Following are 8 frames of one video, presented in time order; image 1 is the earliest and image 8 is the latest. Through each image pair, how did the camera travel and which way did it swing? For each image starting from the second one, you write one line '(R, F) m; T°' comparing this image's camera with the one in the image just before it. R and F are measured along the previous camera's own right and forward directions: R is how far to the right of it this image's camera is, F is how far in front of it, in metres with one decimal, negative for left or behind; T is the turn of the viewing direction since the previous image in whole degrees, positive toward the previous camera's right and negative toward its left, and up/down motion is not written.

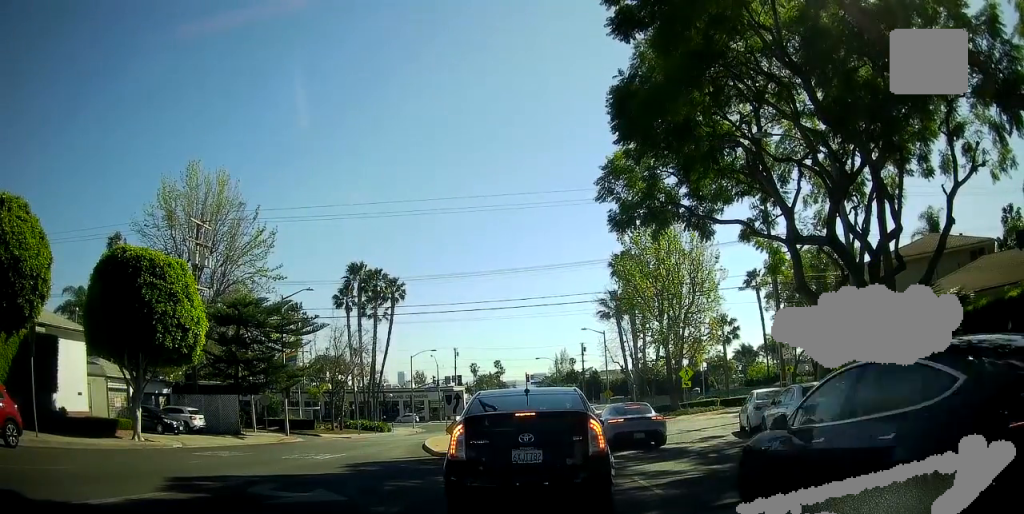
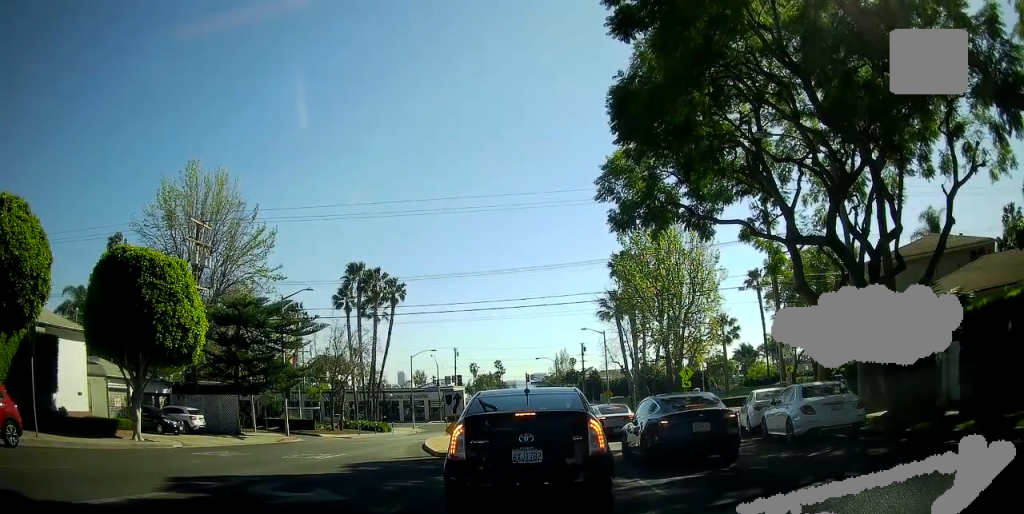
(0.0, 0.0) m; 0°
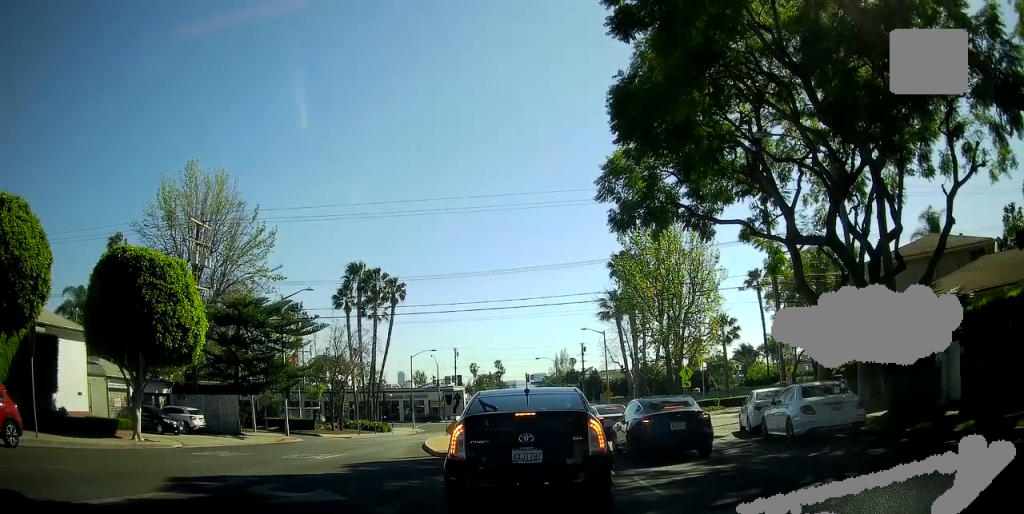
(0.0, 0.0) m; 0°
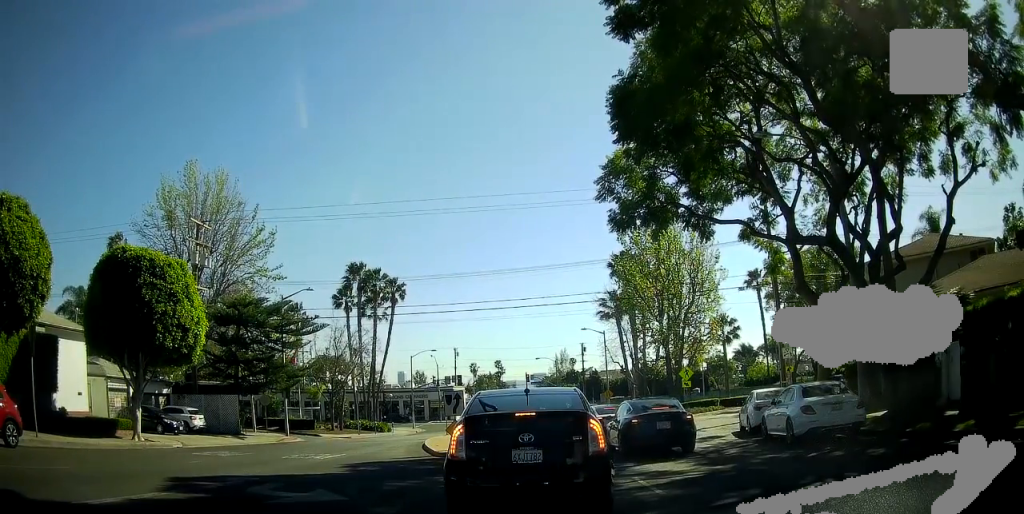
(0.0, 0.0) m; 0°
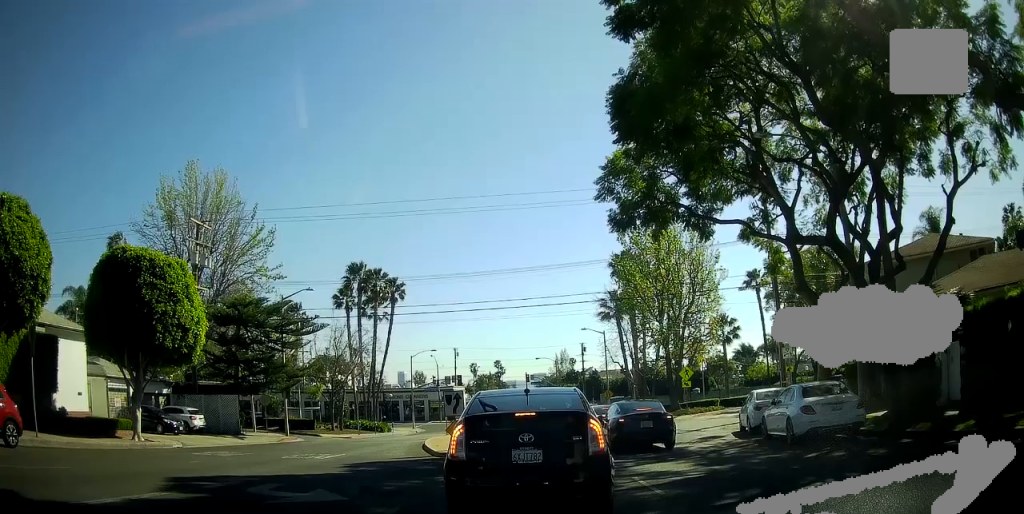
(0.0, 0.0) m; 0°
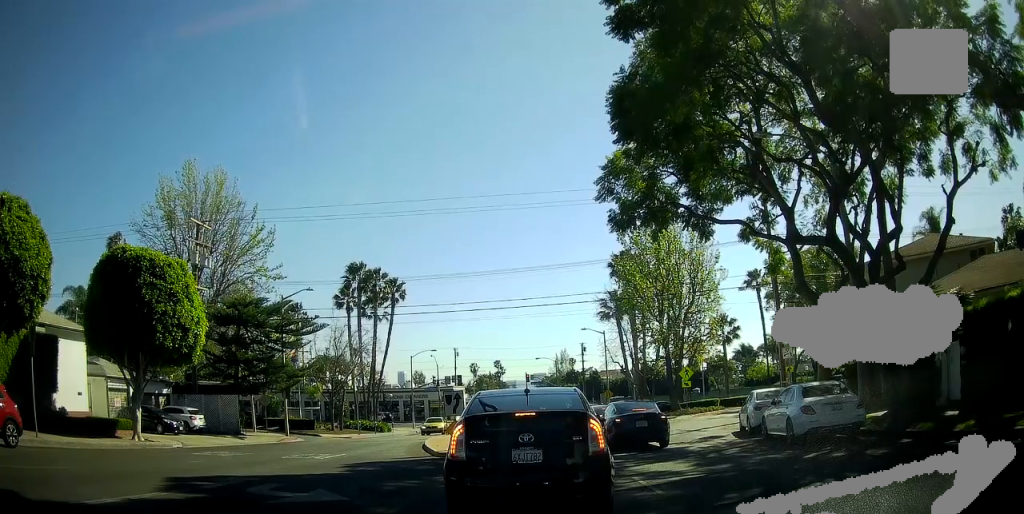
(0.0, 0.0) m; 0°
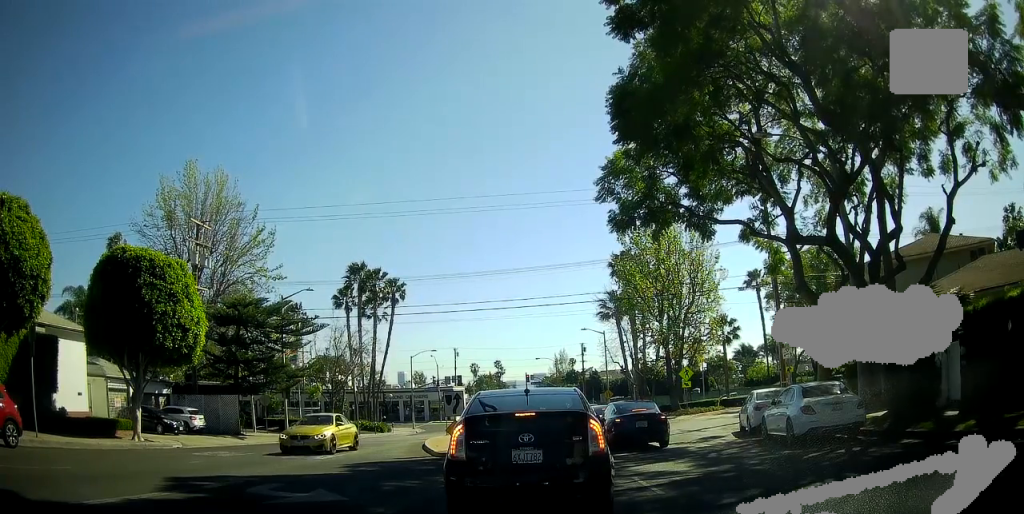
(0.0, 0.0) m; 0°
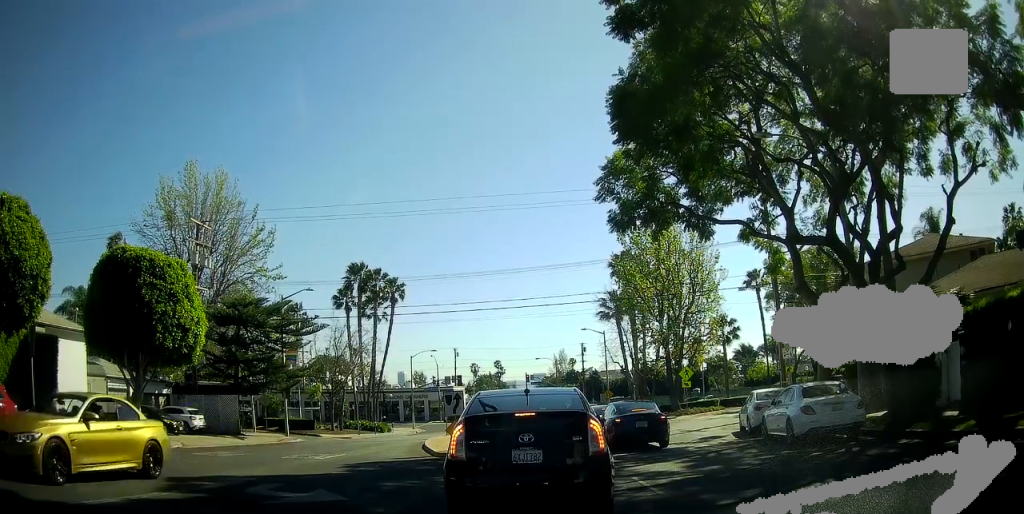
(0.0, 0.0) m; 0°
